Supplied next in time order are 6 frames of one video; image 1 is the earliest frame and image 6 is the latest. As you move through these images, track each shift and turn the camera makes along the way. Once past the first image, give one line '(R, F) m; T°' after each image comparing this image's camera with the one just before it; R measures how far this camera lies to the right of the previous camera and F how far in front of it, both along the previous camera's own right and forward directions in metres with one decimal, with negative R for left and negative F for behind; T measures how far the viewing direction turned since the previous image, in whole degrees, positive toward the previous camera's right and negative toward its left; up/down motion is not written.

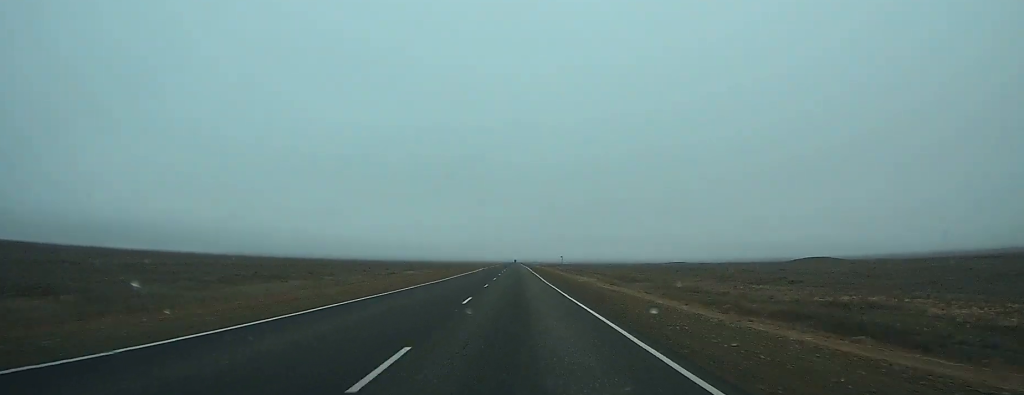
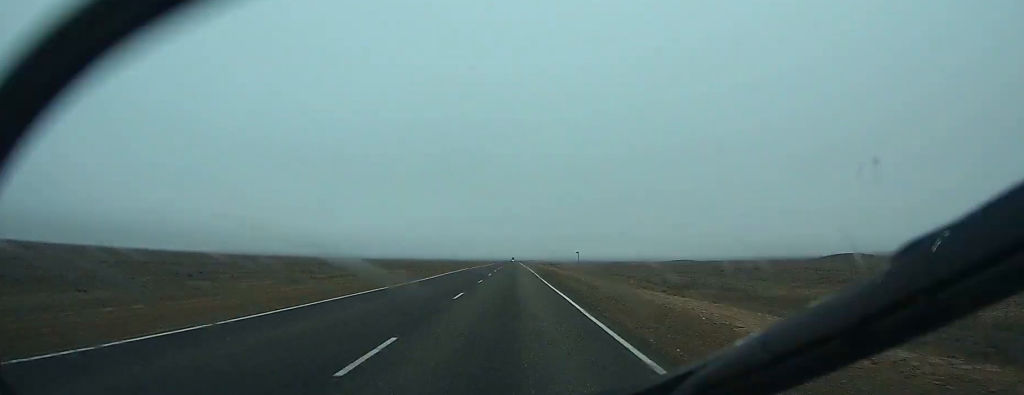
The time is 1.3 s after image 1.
(0.0, +37.5) m; 0°
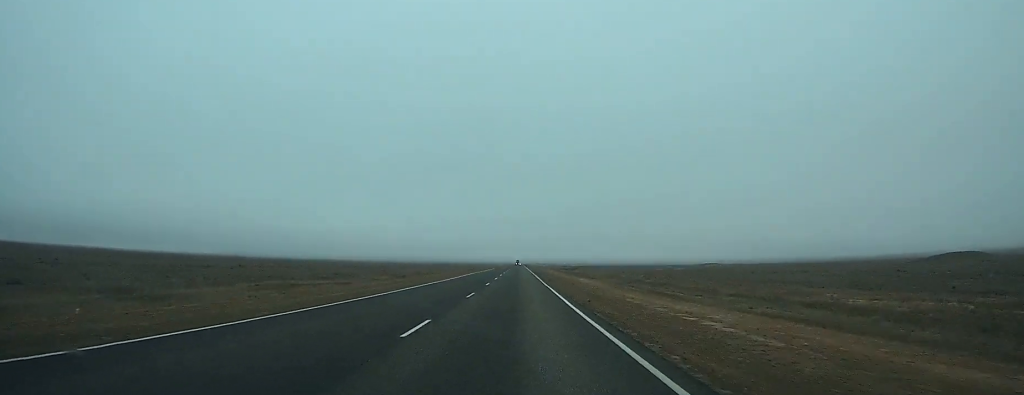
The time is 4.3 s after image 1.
(-0.2, +83.5) m; 0°
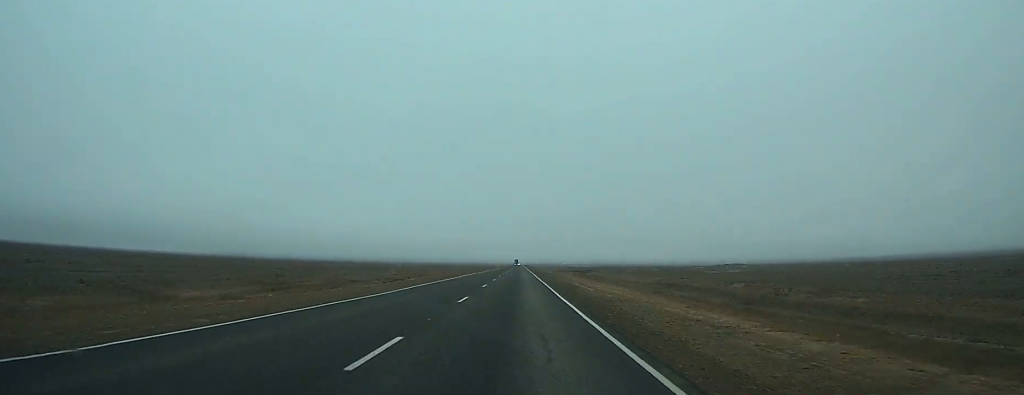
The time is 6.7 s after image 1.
(0.0, +62.2) m; 0°
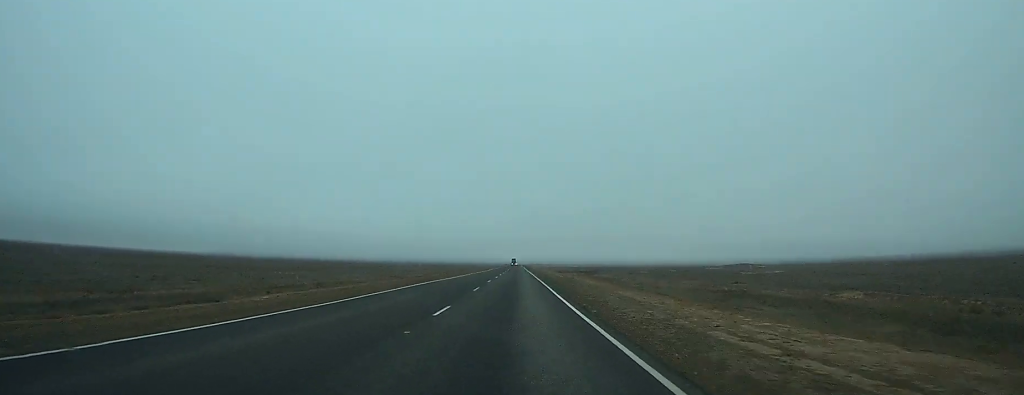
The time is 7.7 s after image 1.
(0.0, +27.8) m; 0°
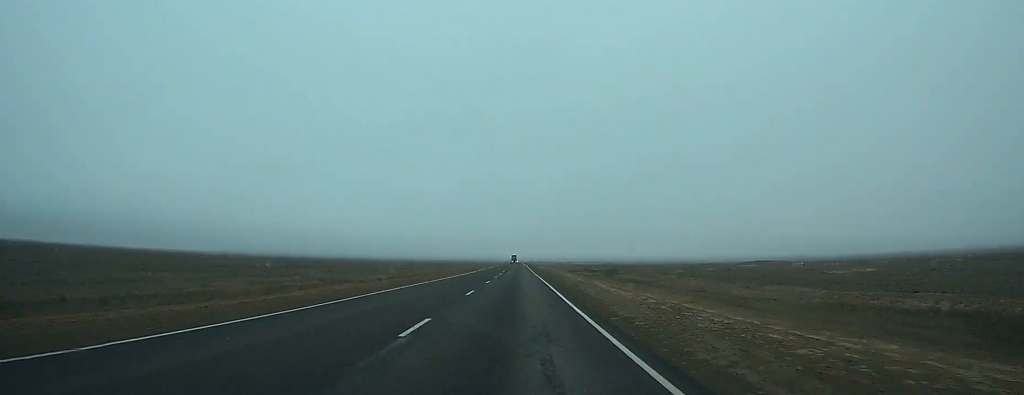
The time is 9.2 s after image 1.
(-0.1, +38.3) m; 0°
